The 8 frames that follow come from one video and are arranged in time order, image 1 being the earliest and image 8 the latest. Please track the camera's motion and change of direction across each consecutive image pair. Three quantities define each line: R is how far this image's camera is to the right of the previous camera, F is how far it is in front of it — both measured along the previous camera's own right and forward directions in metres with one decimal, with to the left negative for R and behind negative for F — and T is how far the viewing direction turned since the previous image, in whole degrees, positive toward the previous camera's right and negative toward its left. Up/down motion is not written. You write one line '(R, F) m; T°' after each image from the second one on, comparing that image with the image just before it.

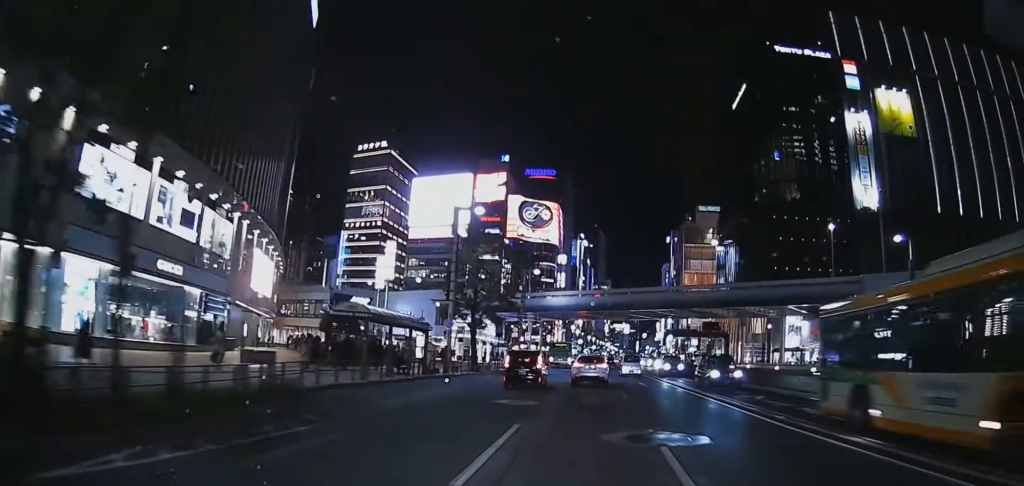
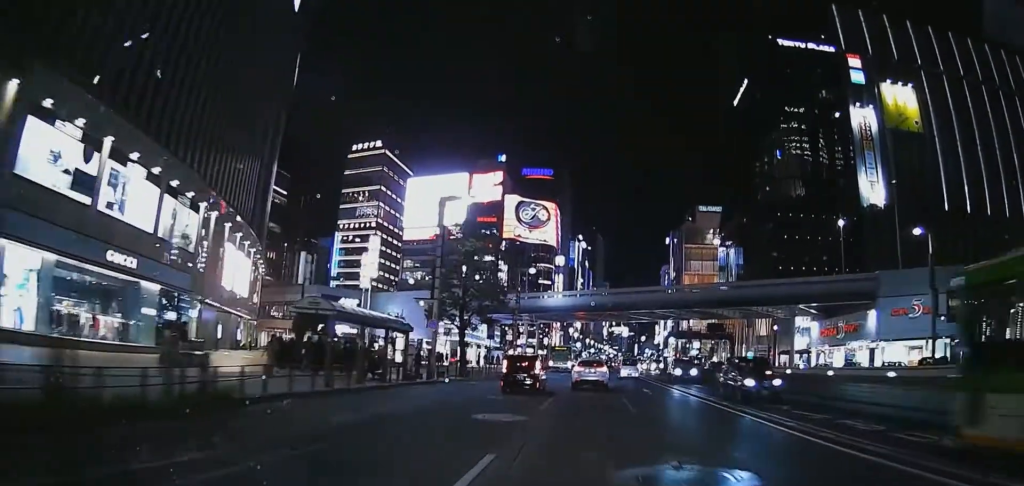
(+0.1, +4.0) m; +1°
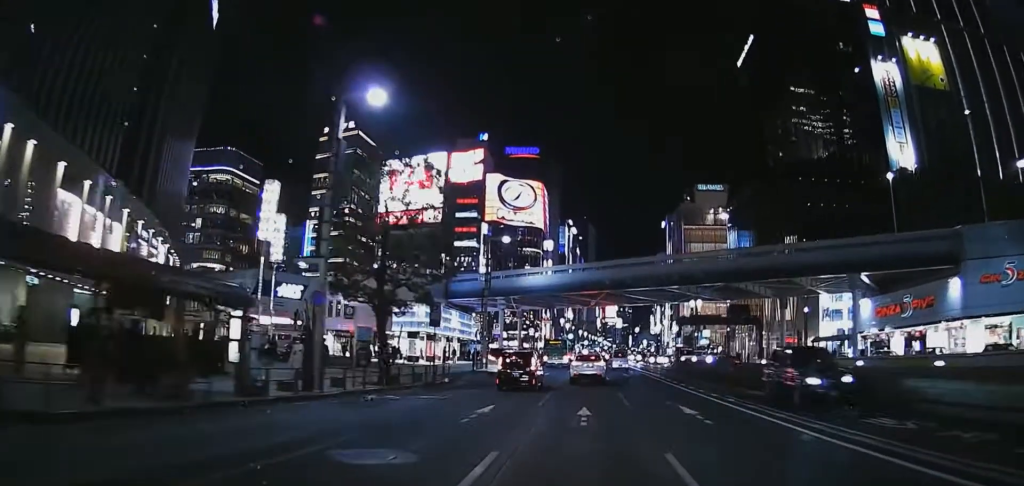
(+0.1, +16.0) m; 0°
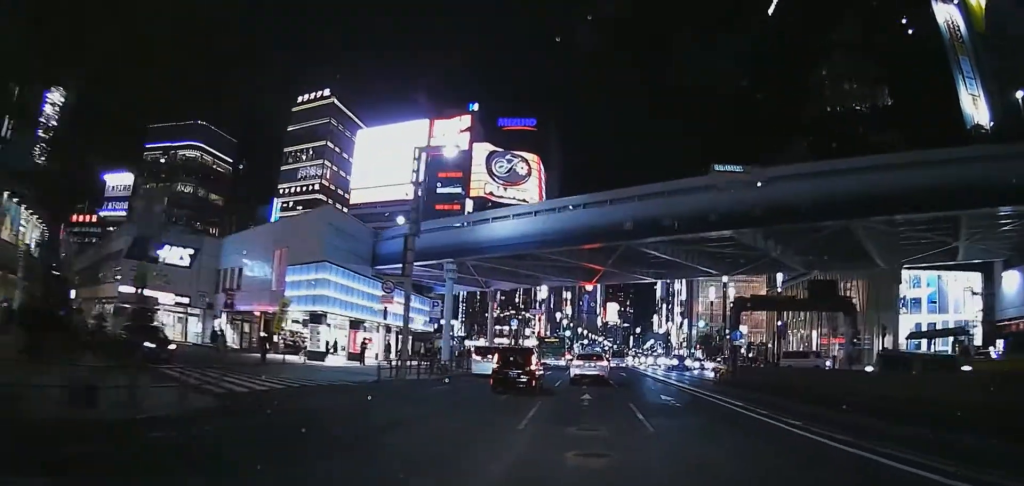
(0.0, +21.2) m; 0°
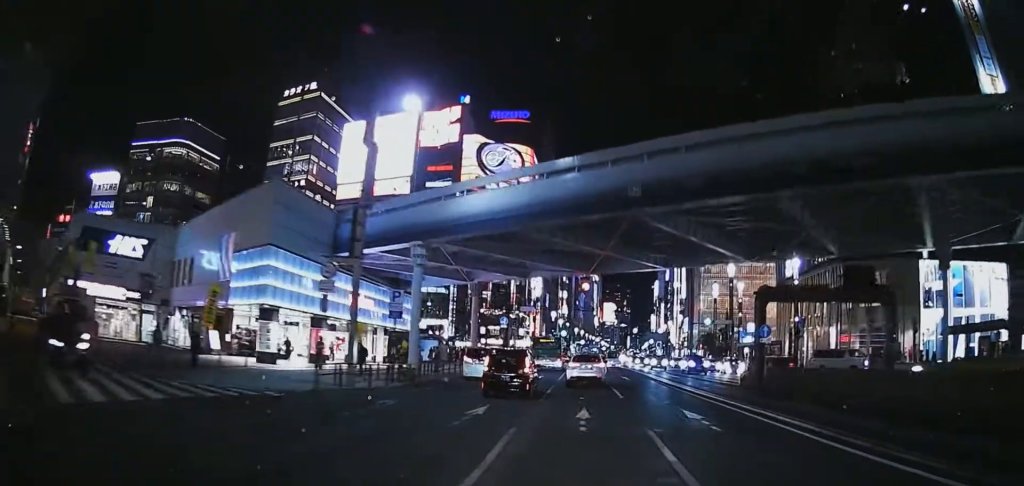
(0.0, +6.0) m; -6°
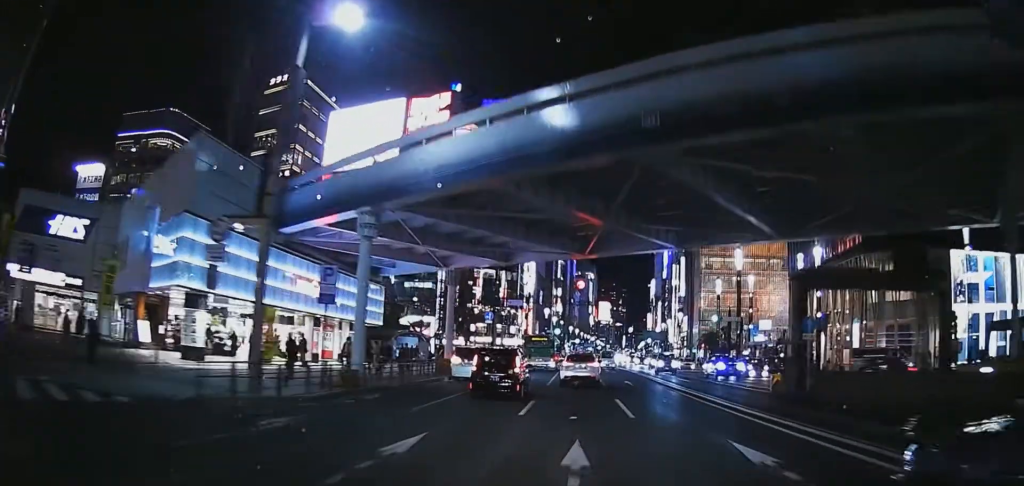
(+0.1, +6.4) m; -6°
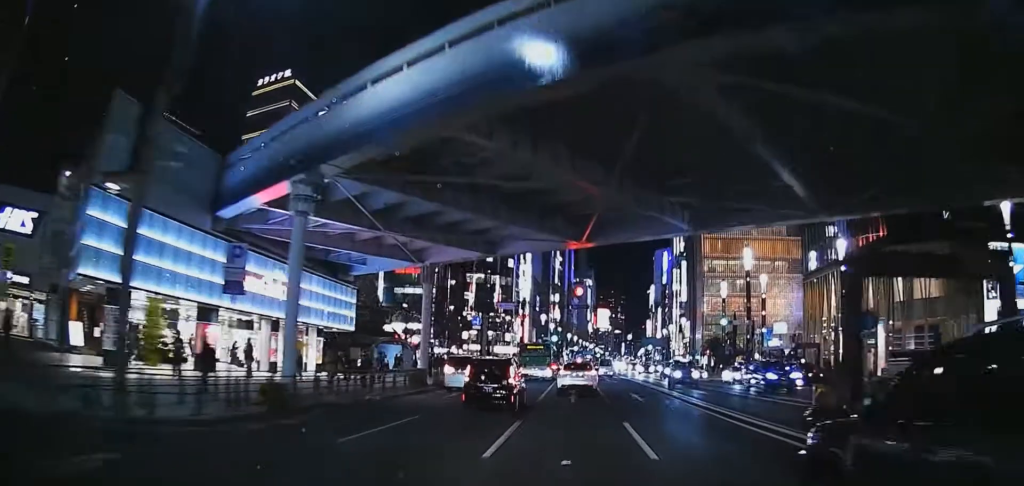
(-1.0, +5.8) m; -2°
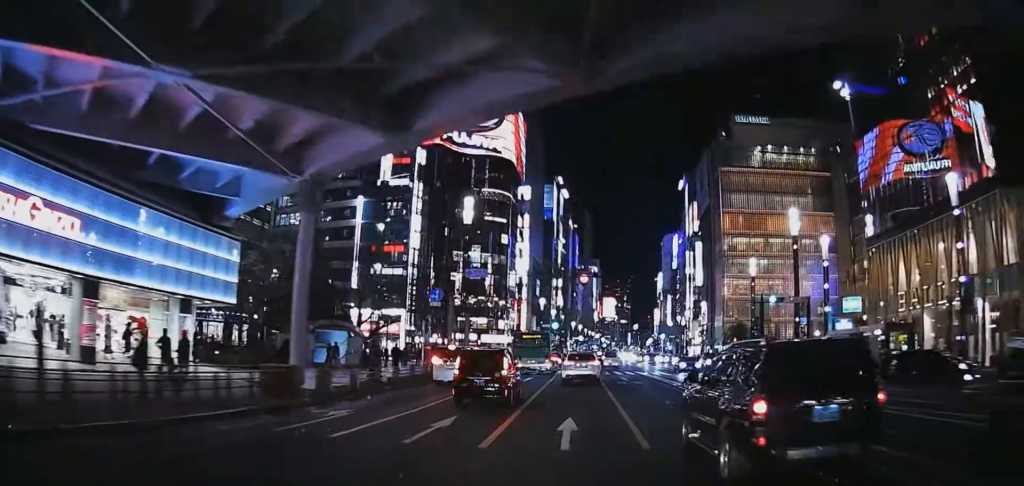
(+1.1, +16.1) m; +11°
